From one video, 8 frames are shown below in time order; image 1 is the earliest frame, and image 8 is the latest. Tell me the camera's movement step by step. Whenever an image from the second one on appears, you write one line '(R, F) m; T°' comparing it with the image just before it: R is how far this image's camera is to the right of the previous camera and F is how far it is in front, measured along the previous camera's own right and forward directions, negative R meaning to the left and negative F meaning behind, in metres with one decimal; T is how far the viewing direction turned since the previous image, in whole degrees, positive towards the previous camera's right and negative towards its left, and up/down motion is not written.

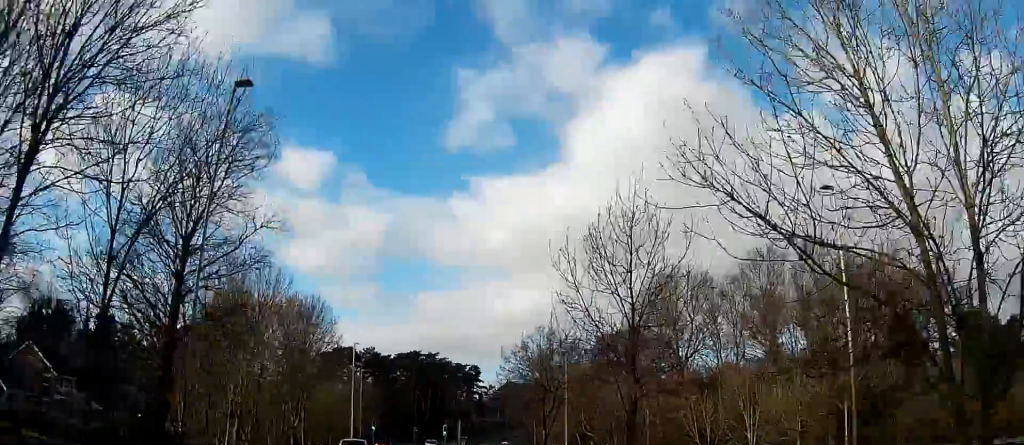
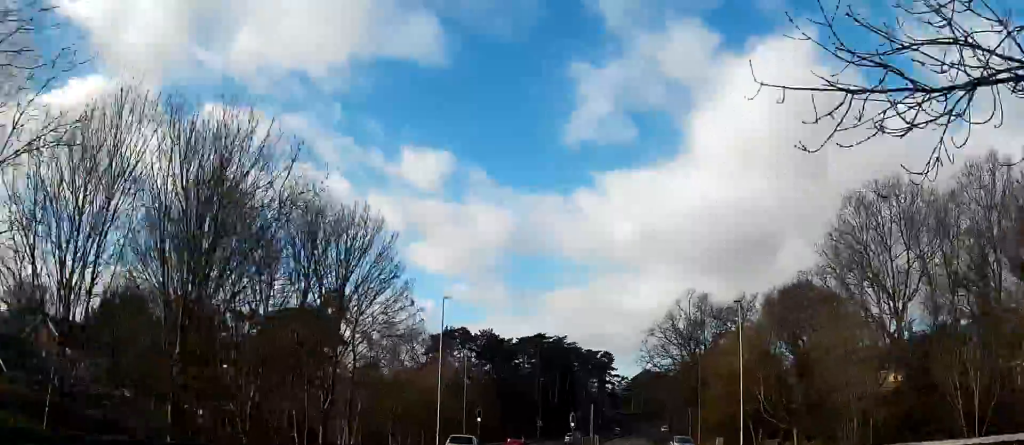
(-0.7, +18.2) m; -6°
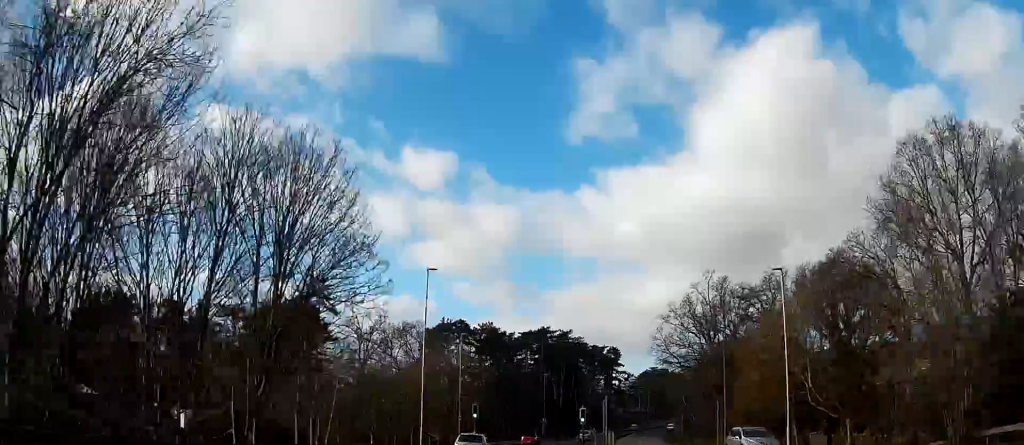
(-0.5, +7.8) m; -1°
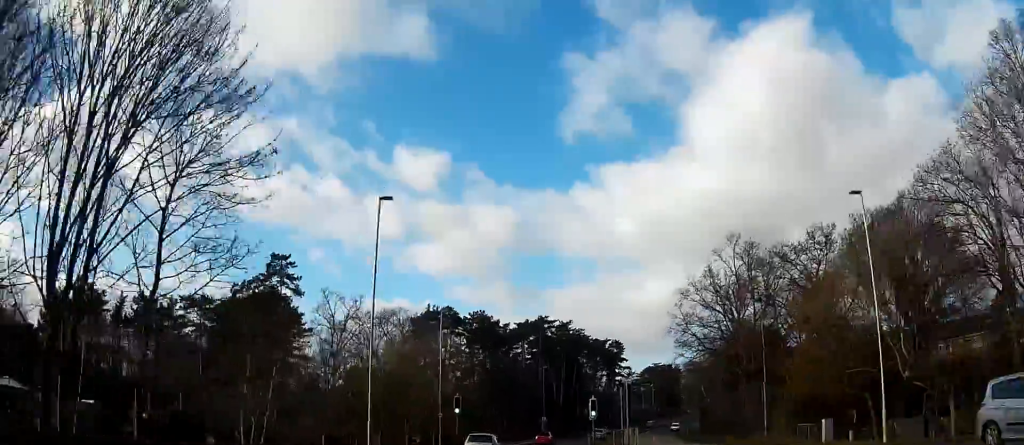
(-0.3, +10.8) m; -1°
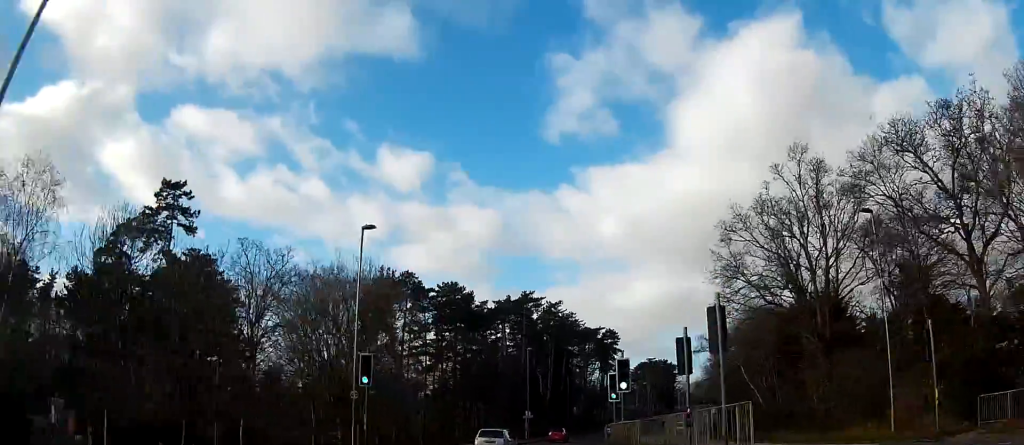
(+0.3, +19.5) m; +1°
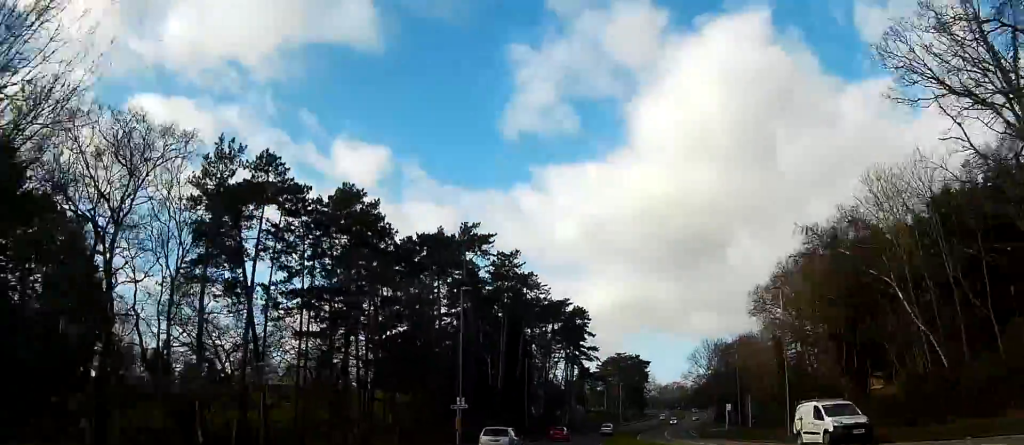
(+0.3, +30.7) m; +3°
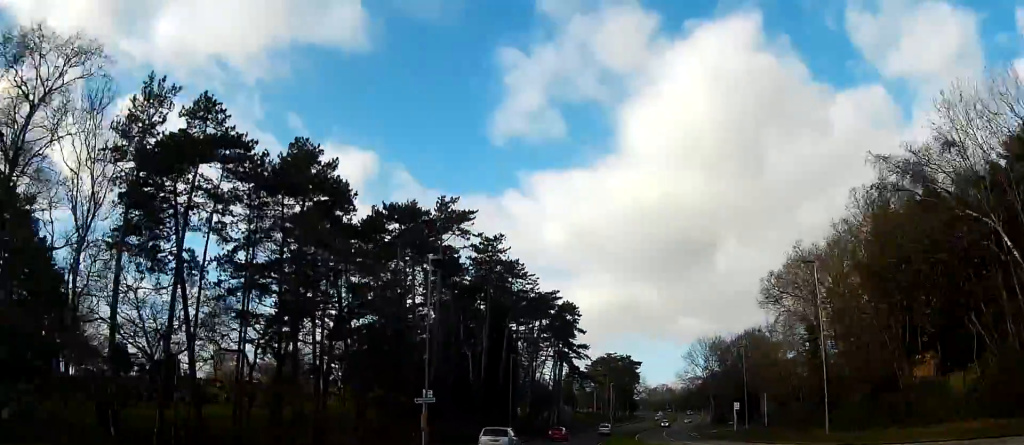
(+0.2, +8.3) m; +1°
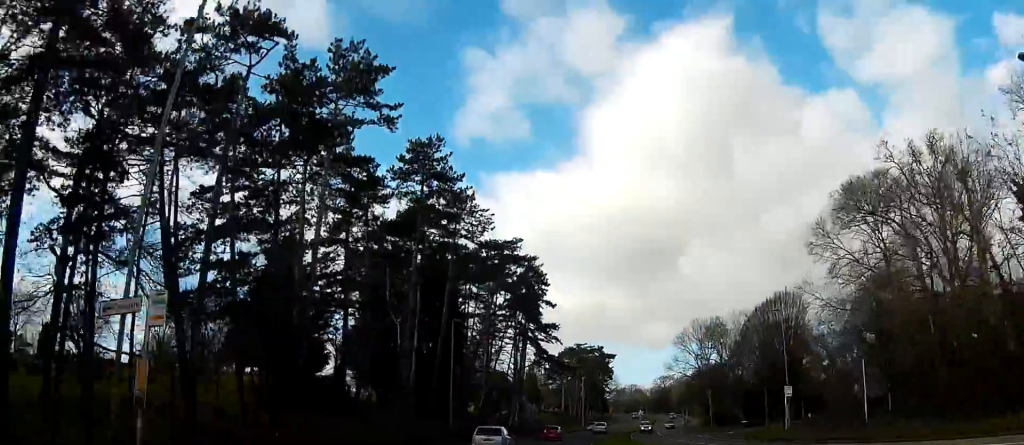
(+0.7, +23.8) m; +3°
